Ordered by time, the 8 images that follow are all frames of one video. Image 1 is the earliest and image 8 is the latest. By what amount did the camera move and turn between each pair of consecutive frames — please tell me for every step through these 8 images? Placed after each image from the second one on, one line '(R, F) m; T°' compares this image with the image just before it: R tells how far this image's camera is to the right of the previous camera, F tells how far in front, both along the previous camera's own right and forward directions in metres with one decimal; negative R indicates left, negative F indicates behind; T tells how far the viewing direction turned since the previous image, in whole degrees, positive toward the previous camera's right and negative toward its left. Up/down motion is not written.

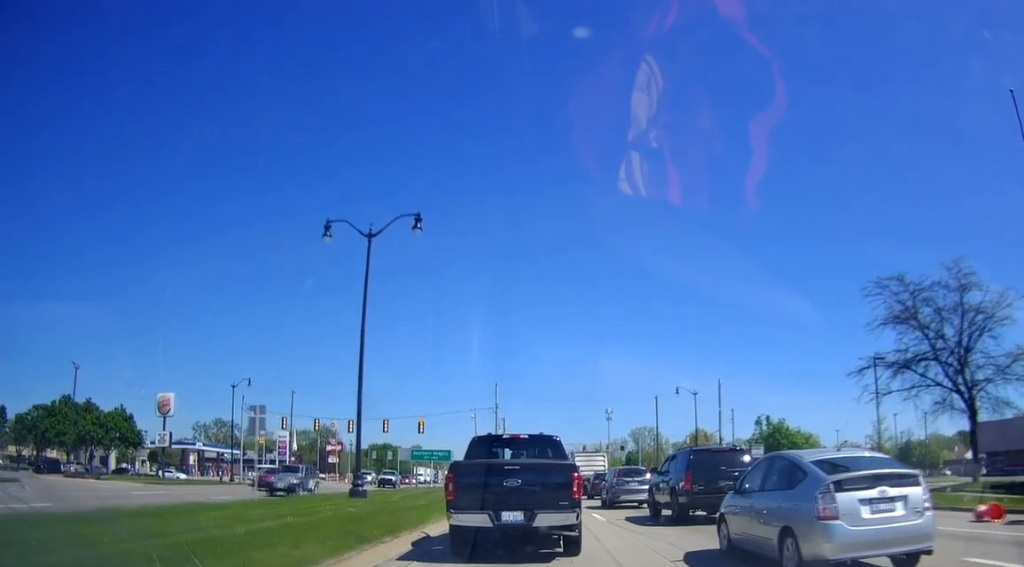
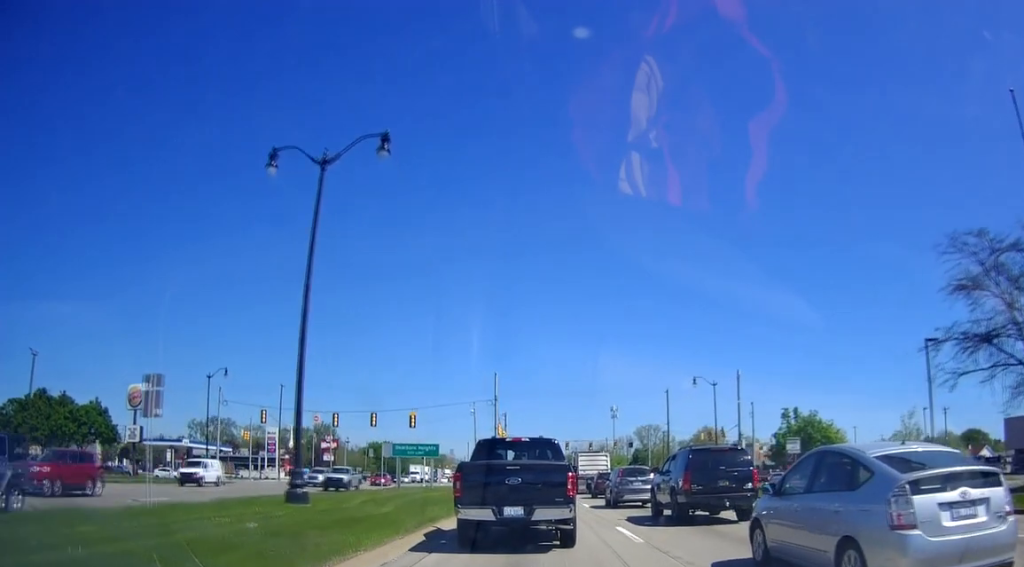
(+0.6, +6.5) m; -1°
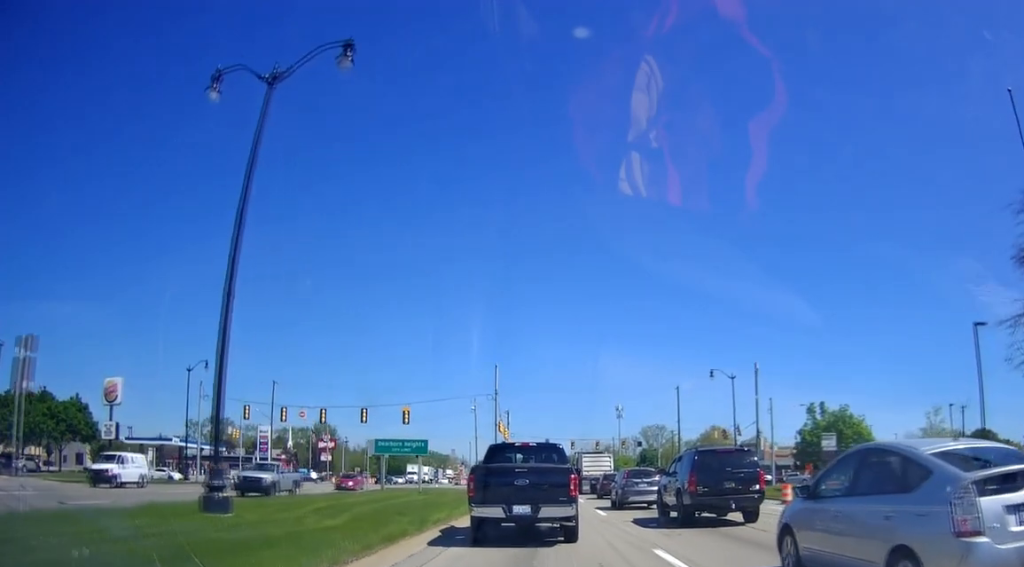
(-0.7, +5.1) m; -4°
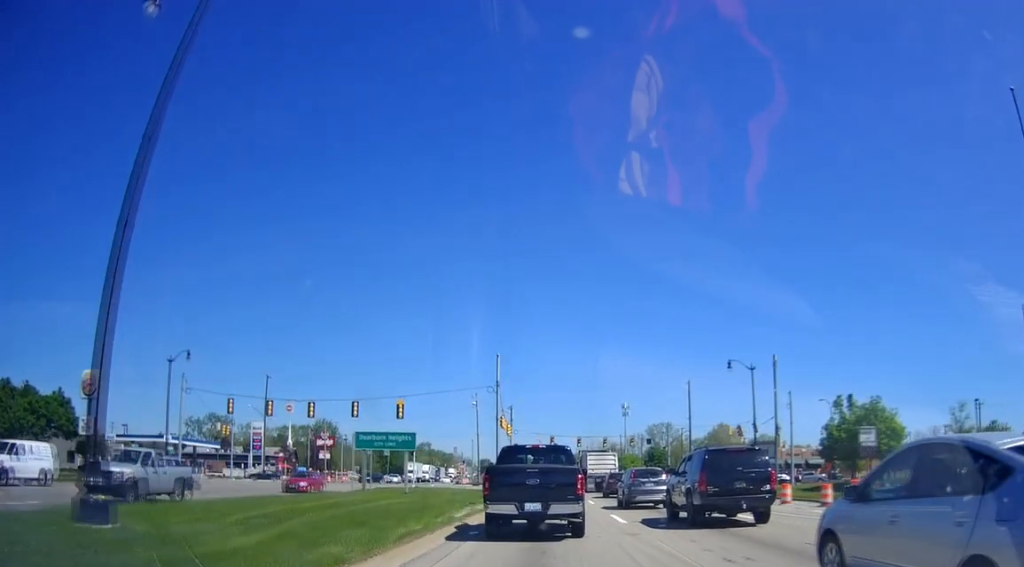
(+0.2, +4.6) m; -1°
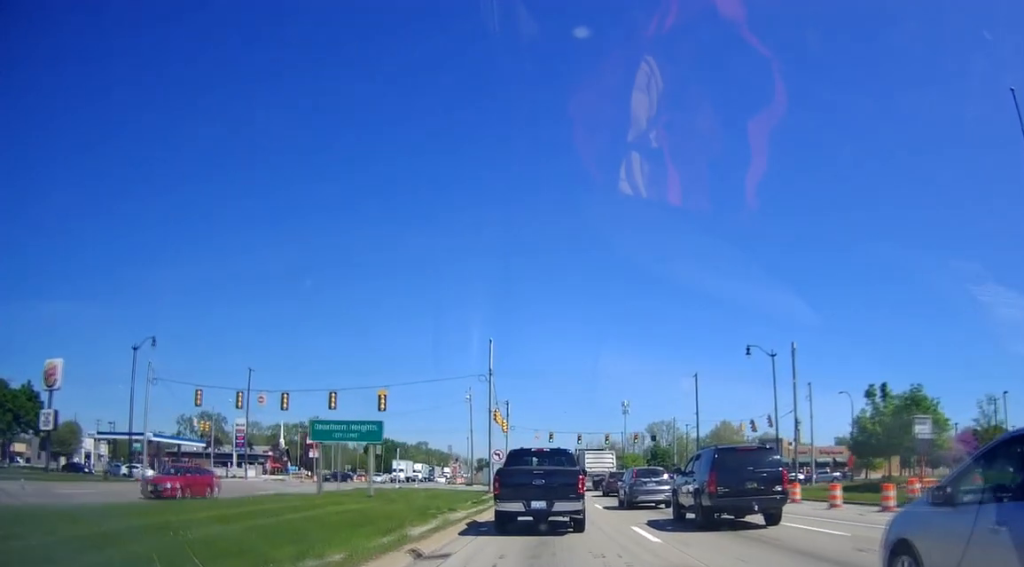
(0.0, +5.8) m; -1°
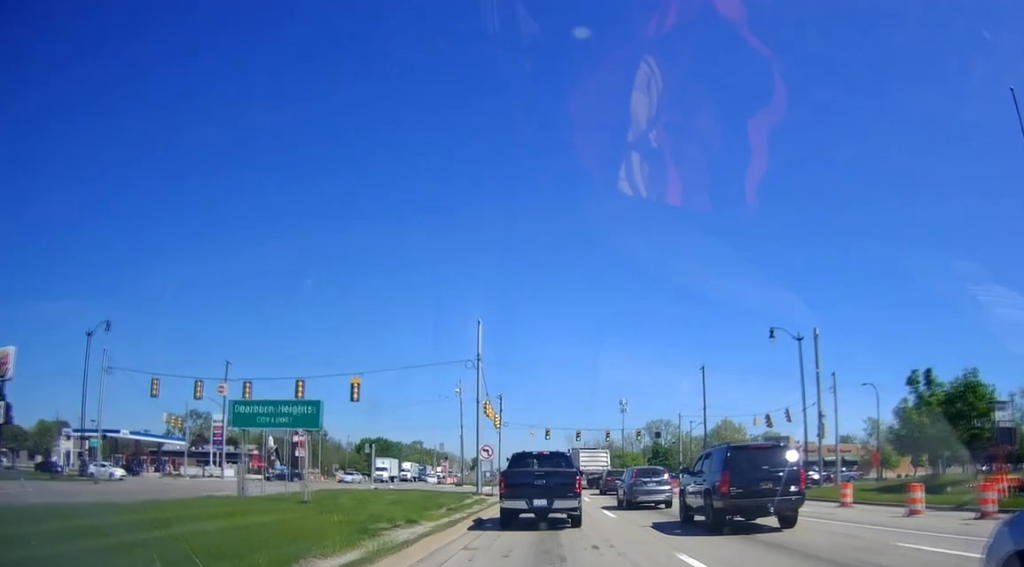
(-0.2, +6.4) m; -2°
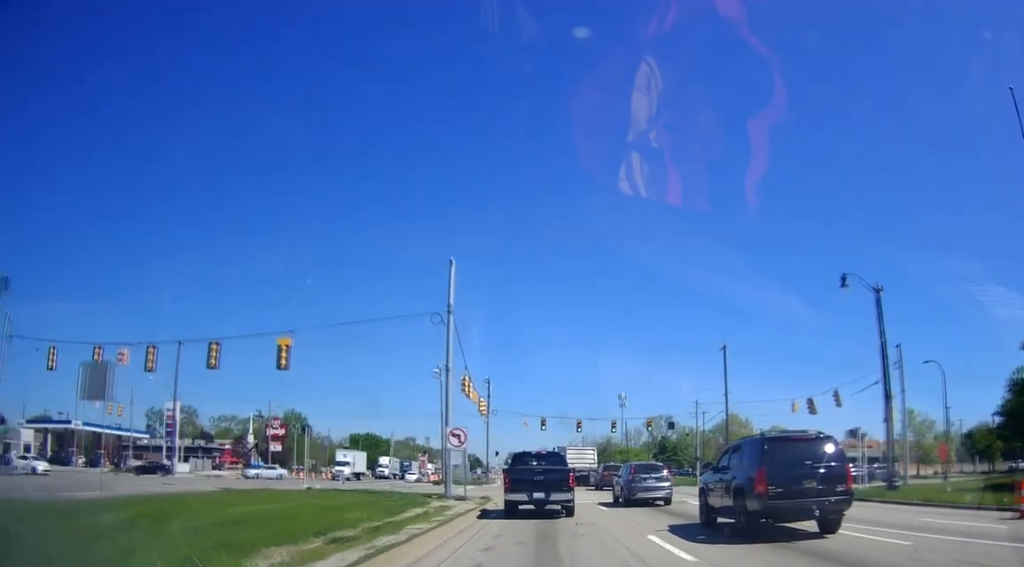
(+0.3, +11.6) m; +4°
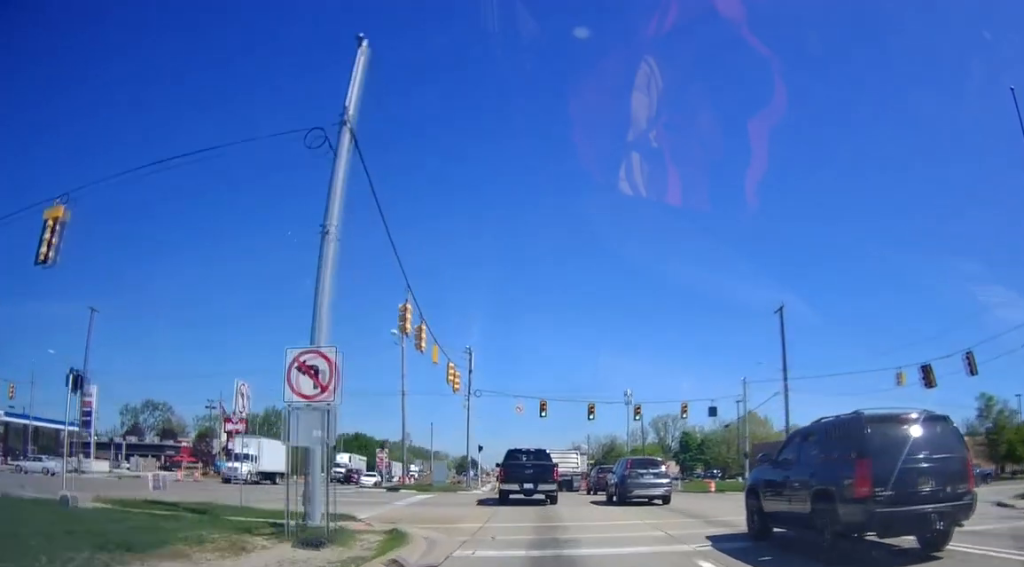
(-0.1, +17.6) m; 0°
